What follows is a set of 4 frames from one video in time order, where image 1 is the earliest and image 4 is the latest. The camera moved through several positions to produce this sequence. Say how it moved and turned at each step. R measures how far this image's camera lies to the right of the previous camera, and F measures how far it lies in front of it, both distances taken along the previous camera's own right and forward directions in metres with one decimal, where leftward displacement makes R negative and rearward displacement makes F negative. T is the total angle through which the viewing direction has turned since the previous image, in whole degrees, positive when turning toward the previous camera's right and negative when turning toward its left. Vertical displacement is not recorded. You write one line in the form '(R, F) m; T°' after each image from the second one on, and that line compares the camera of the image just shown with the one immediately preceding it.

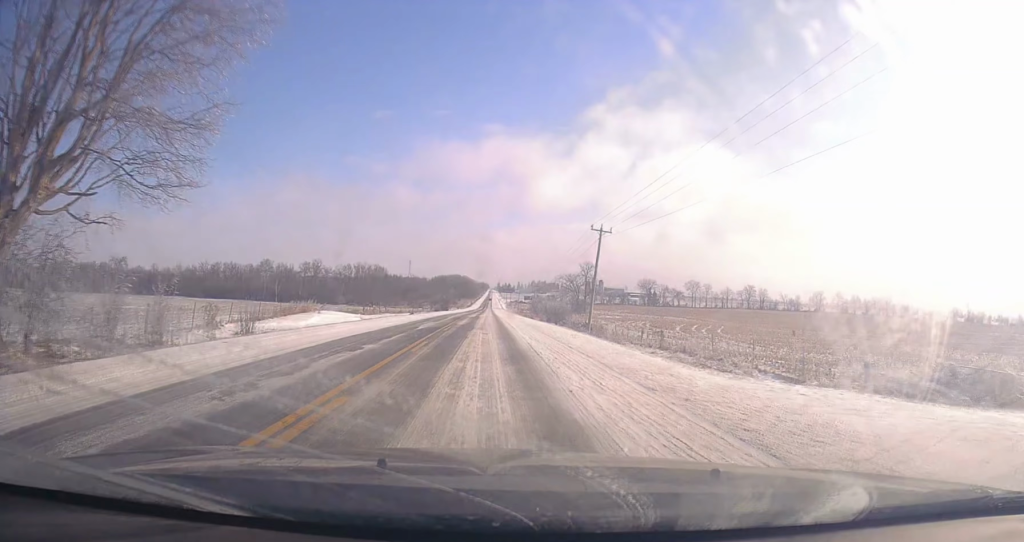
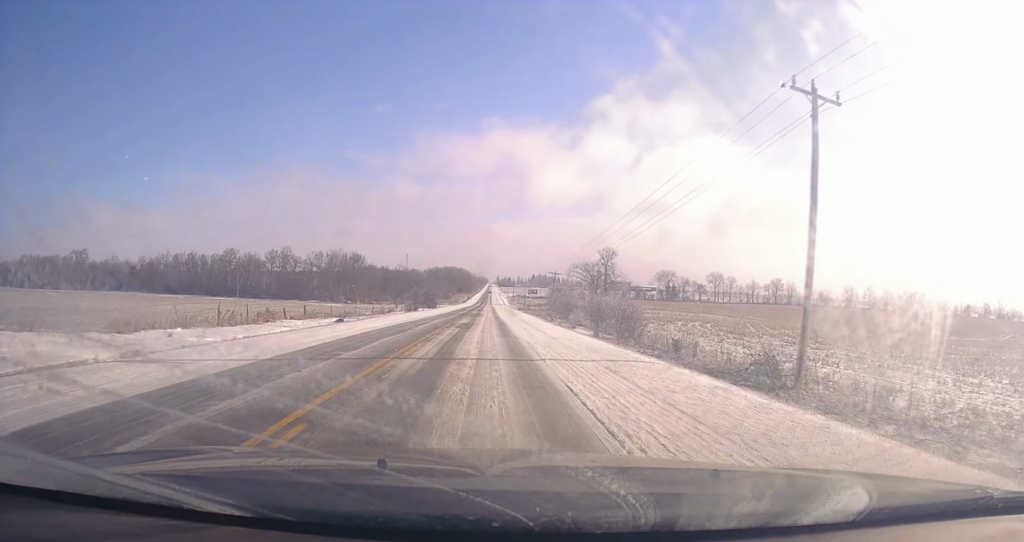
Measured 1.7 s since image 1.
(+0.3, +40.1) m; +1°
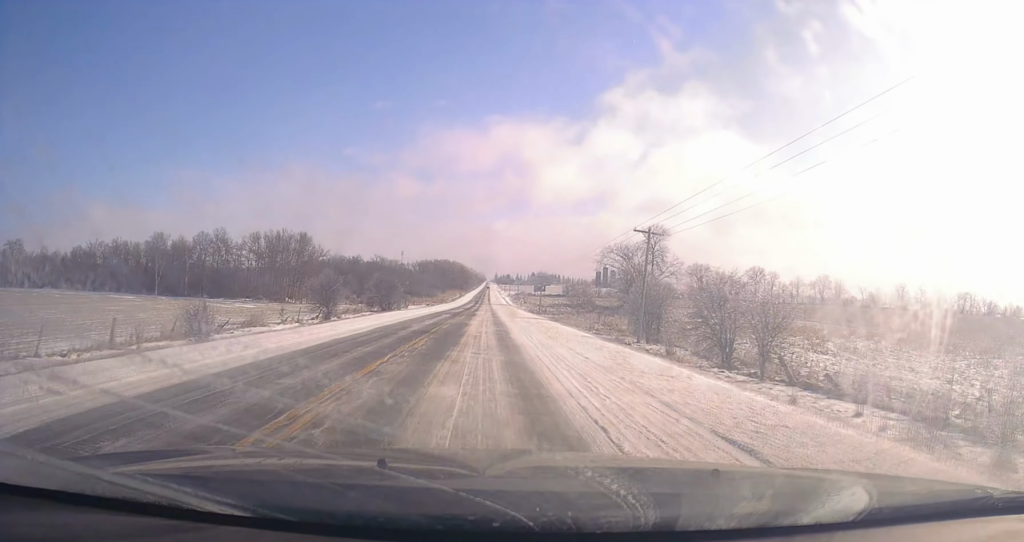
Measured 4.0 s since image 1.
(-0.6, +55.1) m; -1°
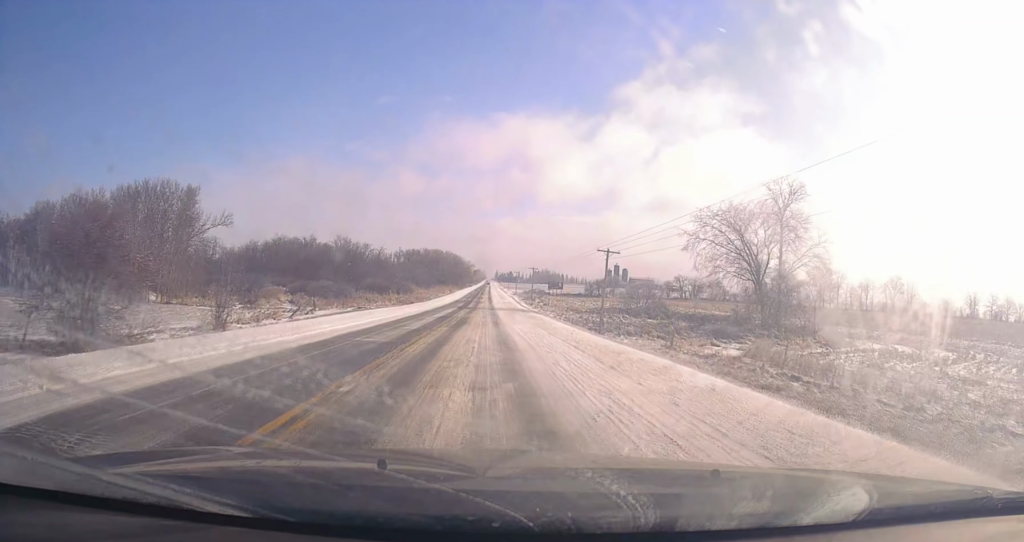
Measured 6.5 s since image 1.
(+1.1, +60.2) m; 0°
